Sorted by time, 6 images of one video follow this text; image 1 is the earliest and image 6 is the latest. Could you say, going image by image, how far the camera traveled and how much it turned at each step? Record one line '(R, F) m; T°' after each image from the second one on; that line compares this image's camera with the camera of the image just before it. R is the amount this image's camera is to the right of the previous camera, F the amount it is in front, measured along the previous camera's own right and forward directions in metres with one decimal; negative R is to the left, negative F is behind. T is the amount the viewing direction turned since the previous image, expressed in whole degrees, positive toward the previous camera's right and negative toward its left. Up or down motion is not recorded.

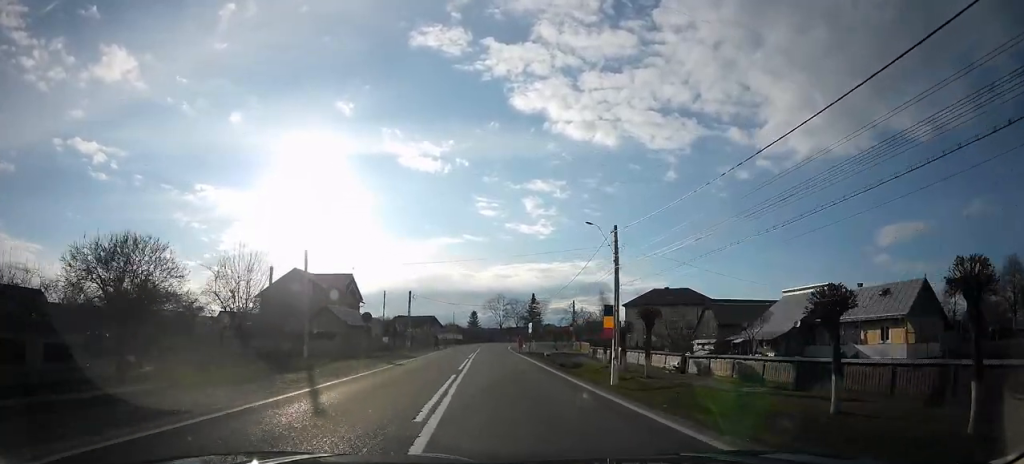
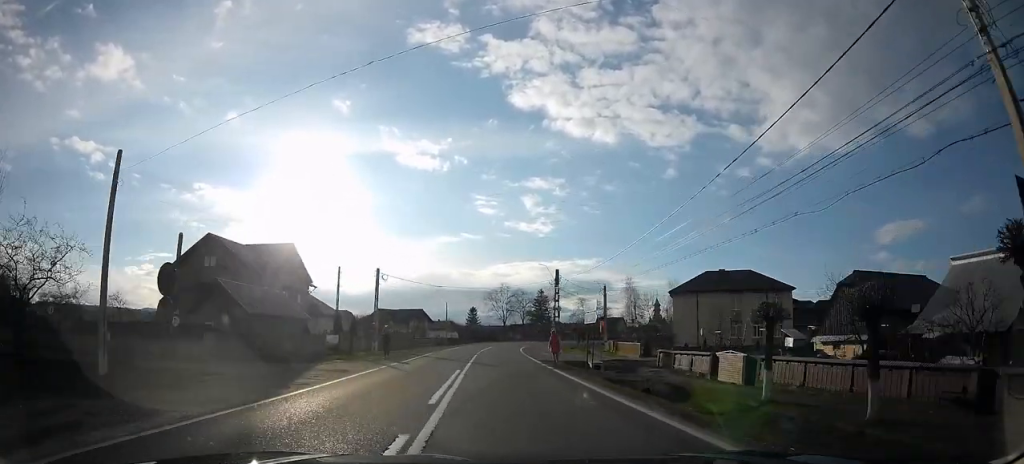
(-0.5, +23.2) m; -2°
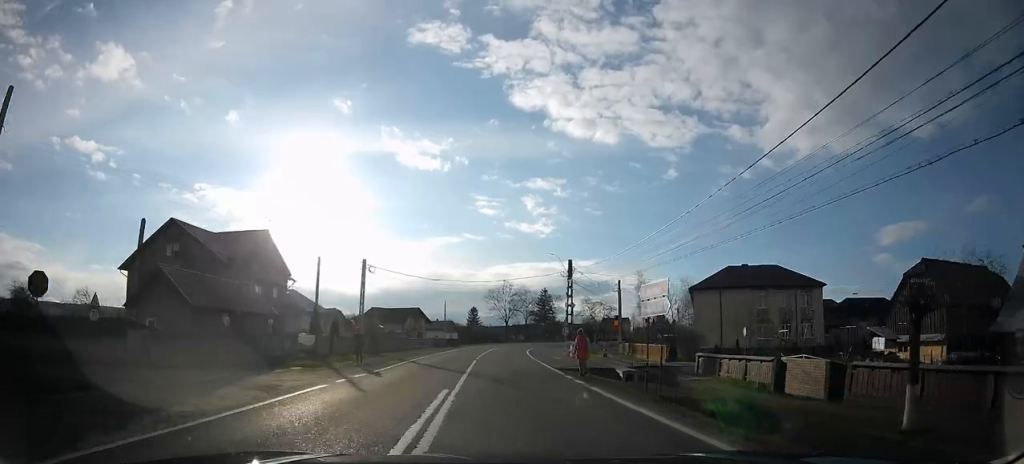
(0.0, +6.9) m; 0°
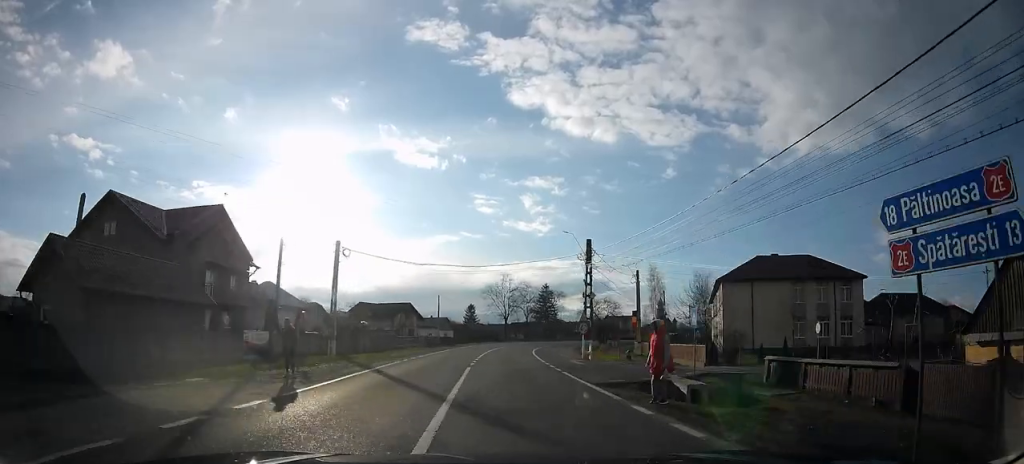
(0.0, +8.3) m; +1°
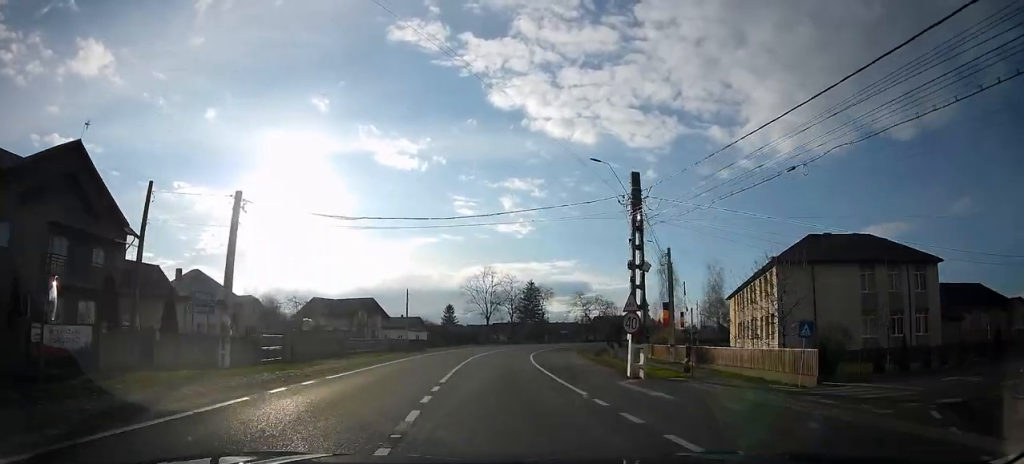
(+0.1, +13.9) m; +2°
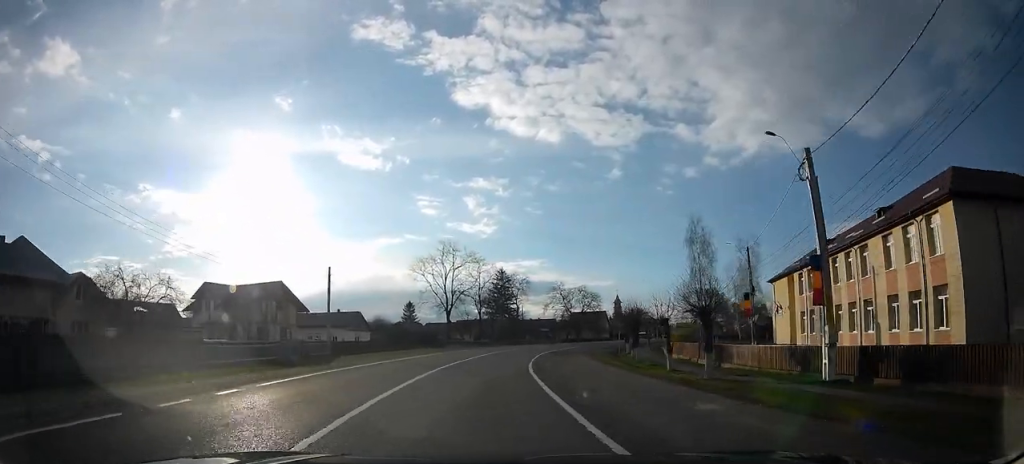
(+0.5, +20.6) m; +1°
